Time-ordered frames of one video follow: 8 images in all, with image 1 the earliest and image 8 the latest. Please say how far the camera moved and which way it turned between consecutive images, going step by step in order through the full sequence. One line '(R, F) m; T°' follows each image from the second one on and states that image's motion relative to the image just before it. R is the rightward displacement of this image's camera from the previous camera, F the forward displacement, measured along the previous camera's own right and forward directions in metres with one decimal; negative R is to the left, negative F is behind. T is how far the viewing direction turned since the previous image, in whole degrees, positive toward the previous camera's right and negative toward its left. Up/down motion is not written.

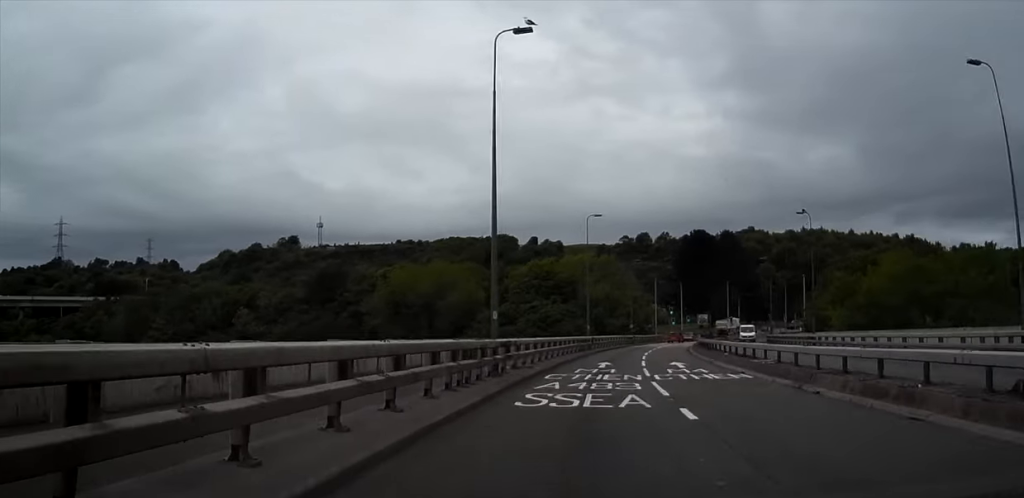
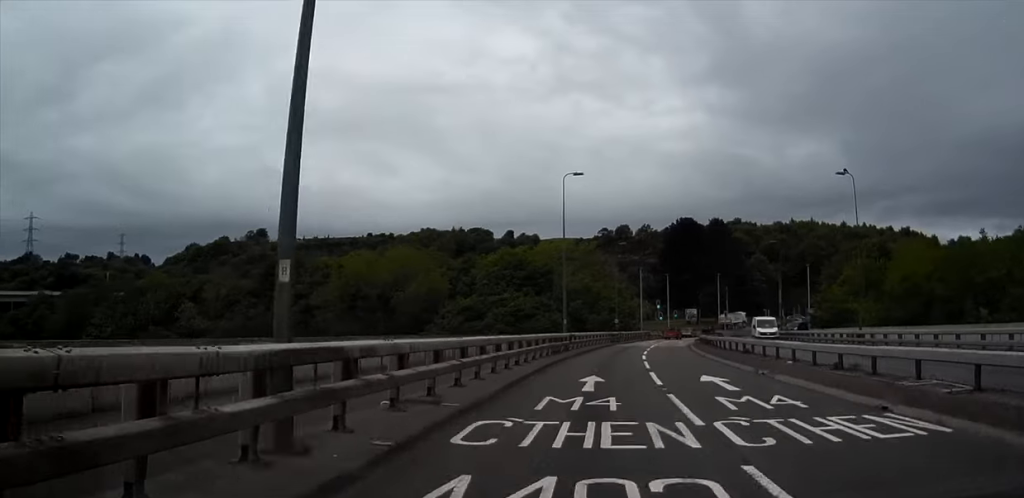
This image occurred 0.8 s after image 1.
(+0.2, +14.2) m; +2°
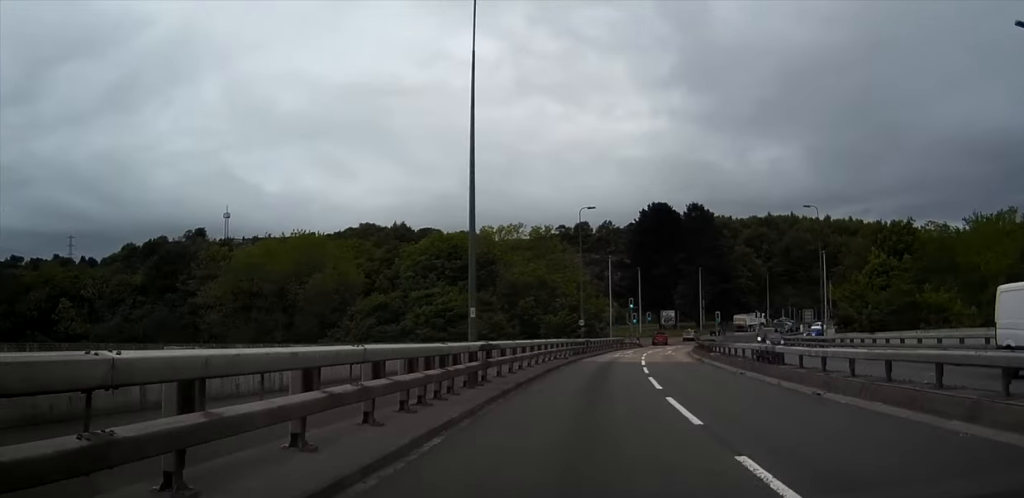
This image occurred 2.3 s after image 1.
(+0.6, +23.4) m; +3°
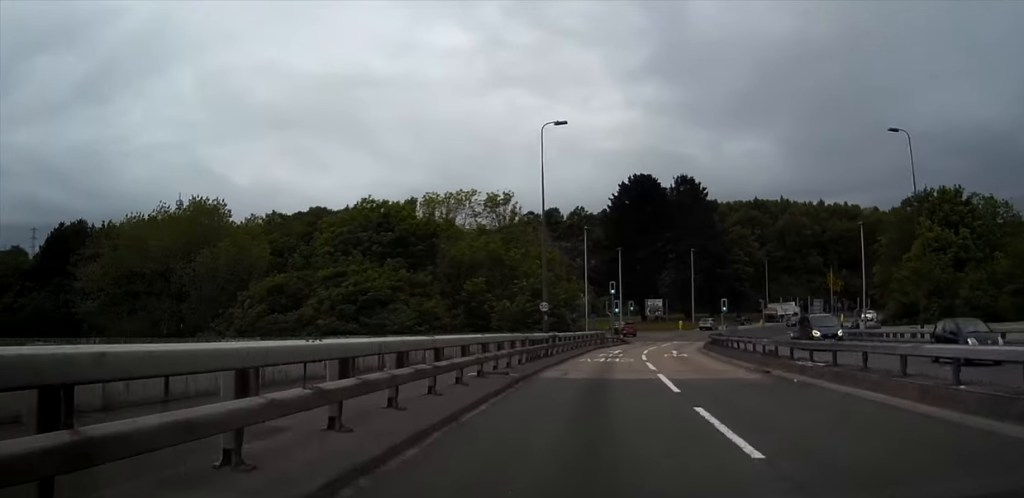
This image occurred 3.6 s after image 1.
(+0.4, +19.8) m; +2°
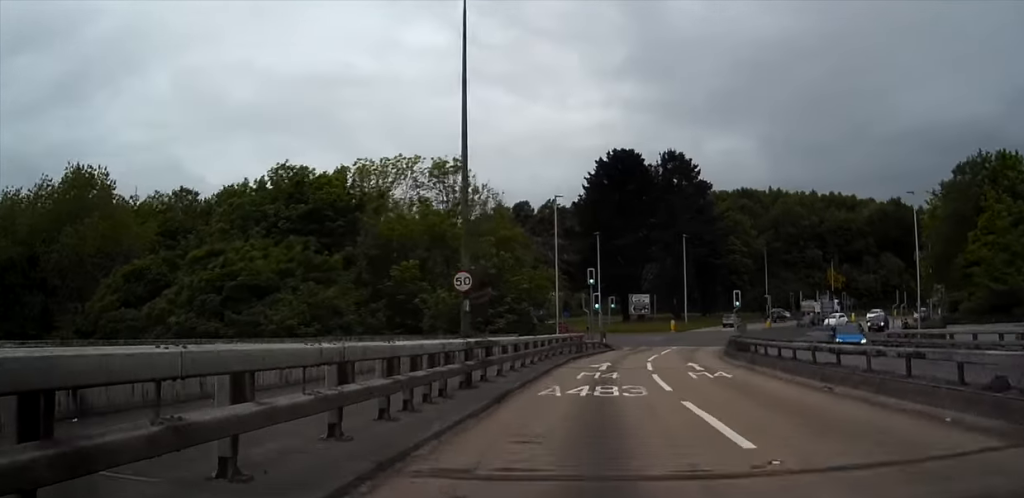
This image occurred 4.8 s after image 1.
(+0.3, +17.0) m; +2°
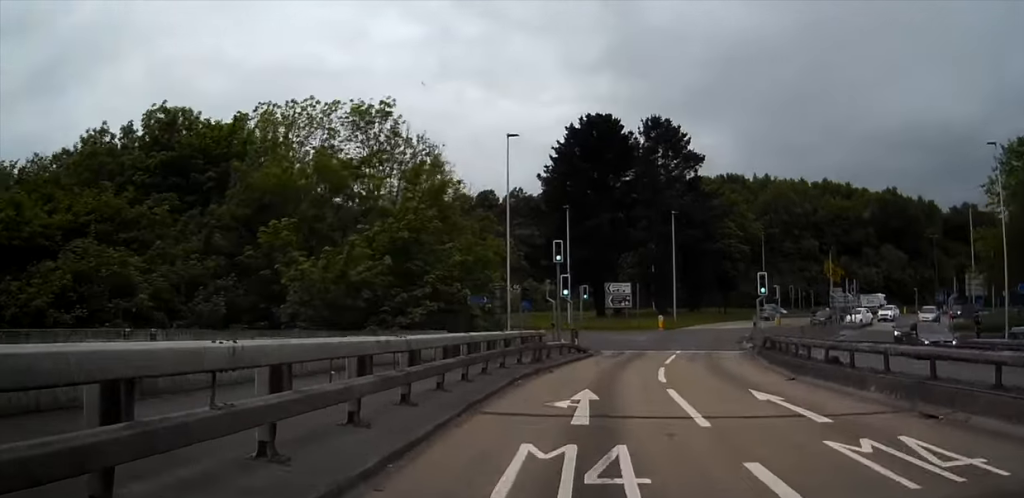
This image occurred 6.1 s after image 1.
(+0.4, +16.5) m; +2°
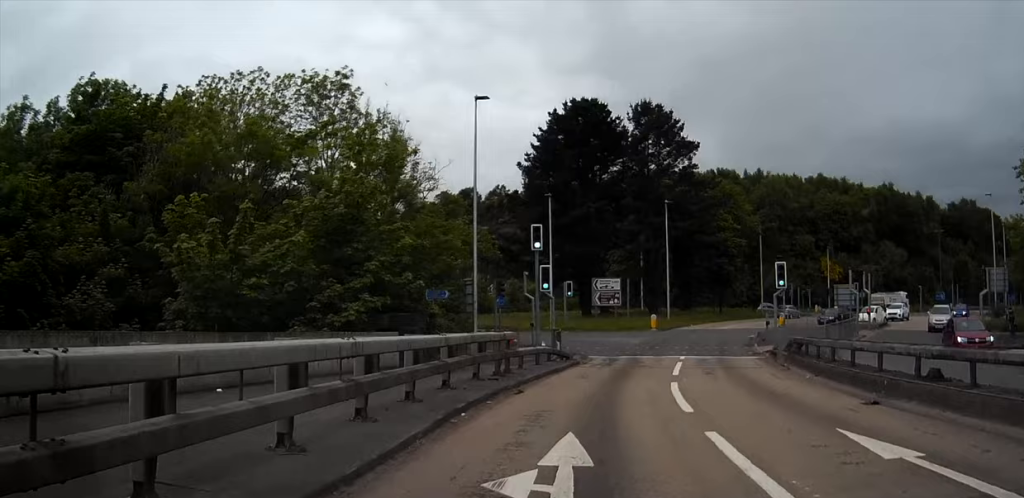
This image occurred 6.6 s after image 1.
(+0.1, +6.4) m; +1°
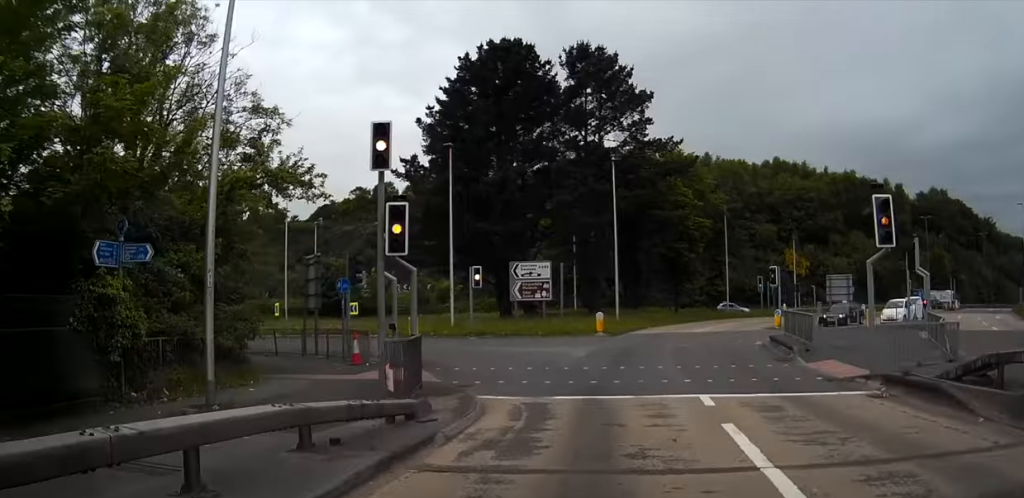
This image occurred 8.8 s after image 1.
(+1.0, +17.4) m; +8°
